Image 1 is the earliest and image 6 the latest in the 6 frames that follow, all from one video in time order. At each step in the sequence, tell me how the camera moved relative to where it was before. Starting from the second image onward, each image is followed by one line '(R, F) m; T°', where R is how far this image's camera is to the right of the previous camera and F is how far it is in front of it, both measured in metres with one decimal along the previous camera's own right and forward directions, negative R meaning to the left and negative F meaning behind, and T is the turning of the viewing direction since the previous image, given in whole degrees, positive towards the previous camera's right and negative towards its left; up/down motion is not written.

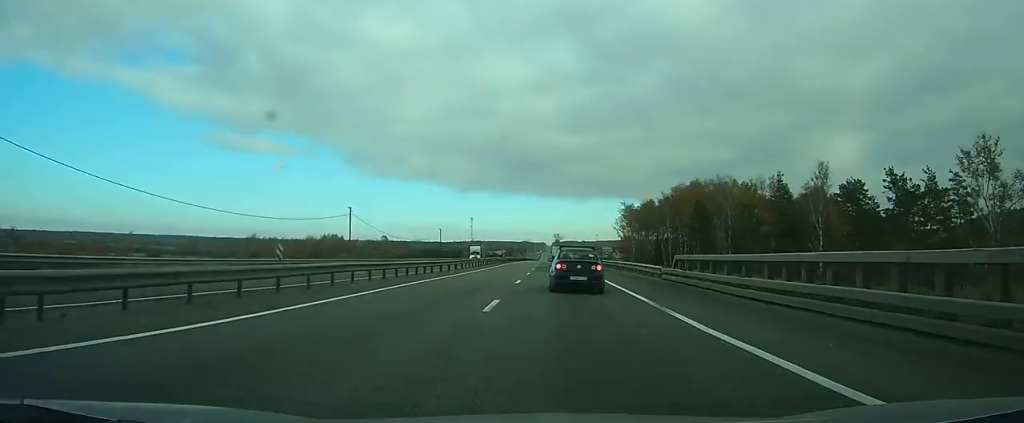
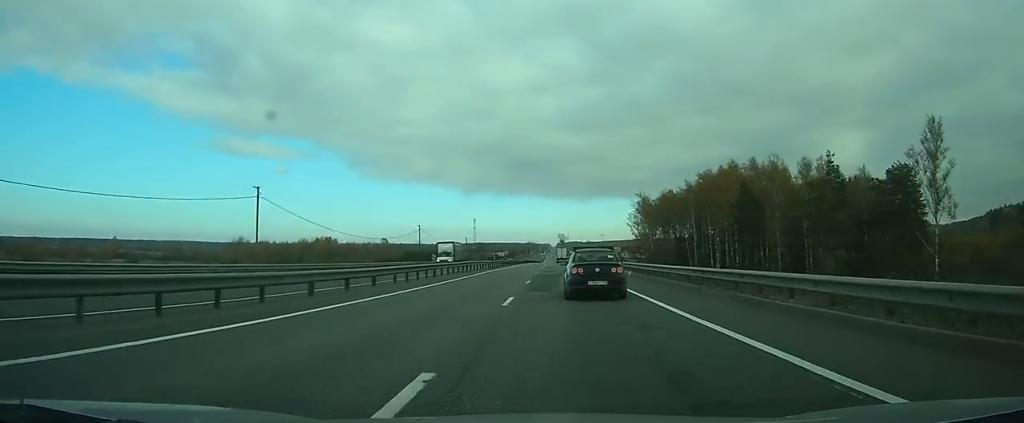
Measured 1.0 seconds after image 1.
(0.0, +22.0) m; 0°
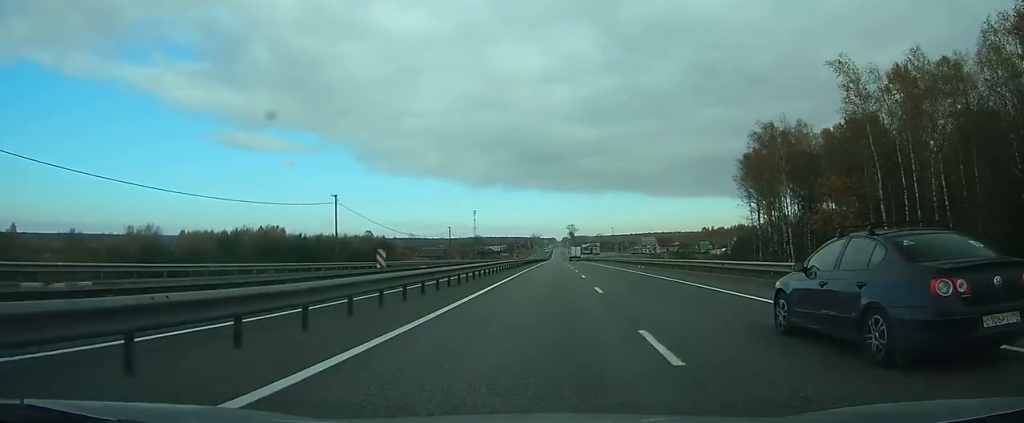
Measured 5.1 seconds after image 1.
(-0.6, +95.7) m; 0°
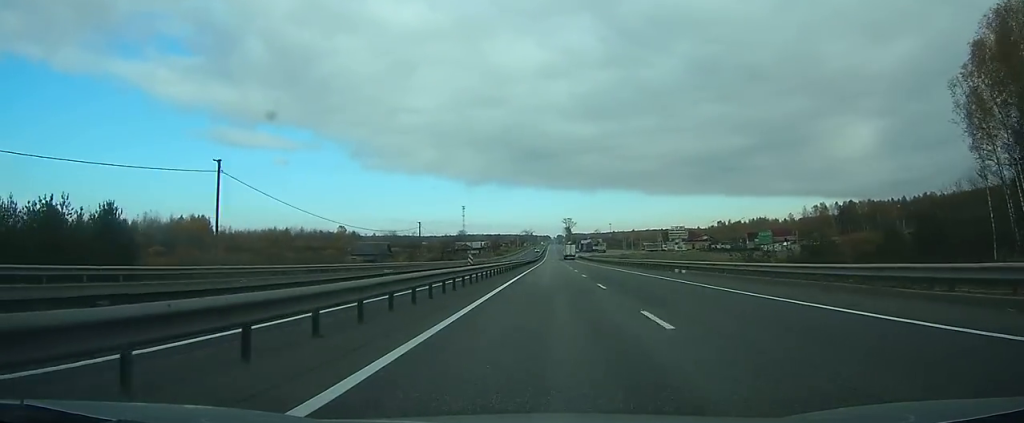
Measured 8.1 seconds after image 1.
(+0.4, +69.3) m; 0°
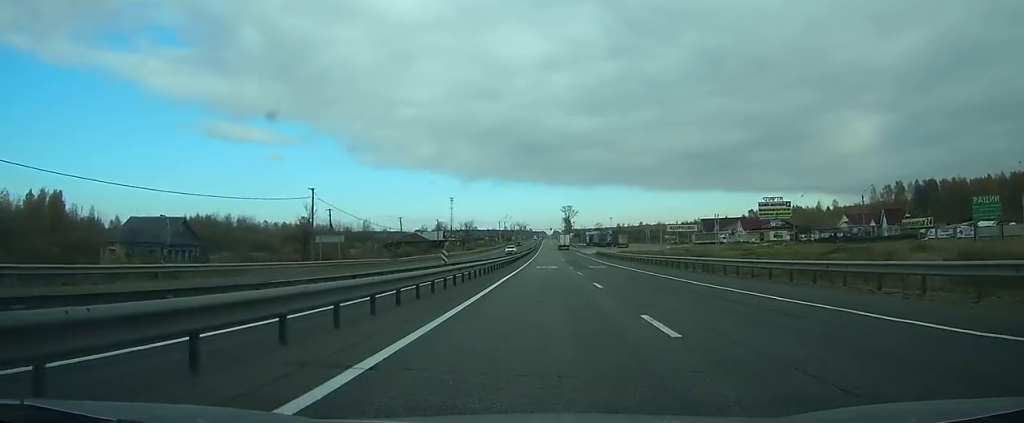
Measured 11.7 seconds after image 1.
(+0.2, +80.5) m; 0°
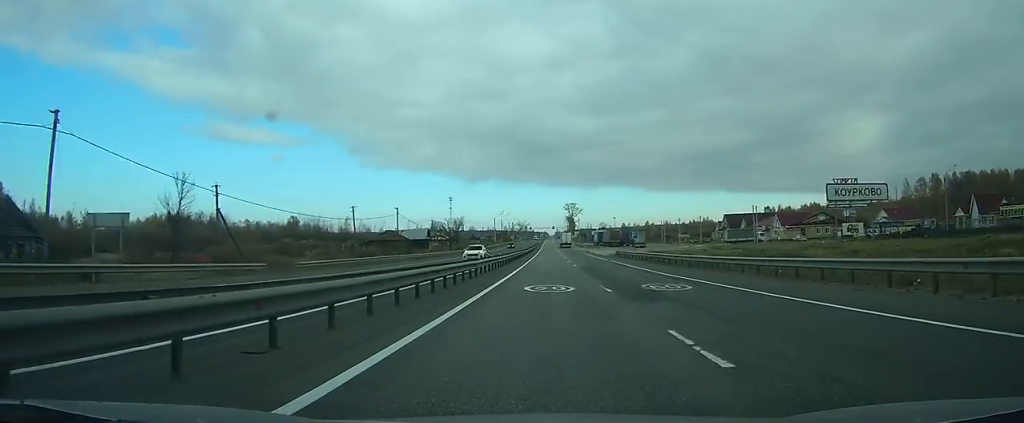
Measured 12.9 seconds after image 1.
(0.0, +25.8) m; 0°
